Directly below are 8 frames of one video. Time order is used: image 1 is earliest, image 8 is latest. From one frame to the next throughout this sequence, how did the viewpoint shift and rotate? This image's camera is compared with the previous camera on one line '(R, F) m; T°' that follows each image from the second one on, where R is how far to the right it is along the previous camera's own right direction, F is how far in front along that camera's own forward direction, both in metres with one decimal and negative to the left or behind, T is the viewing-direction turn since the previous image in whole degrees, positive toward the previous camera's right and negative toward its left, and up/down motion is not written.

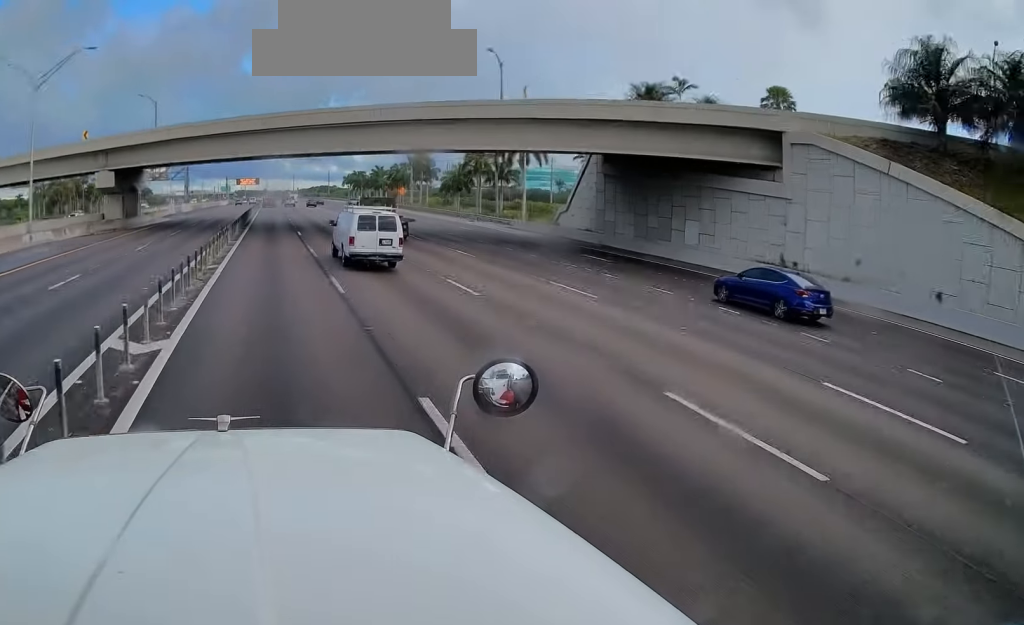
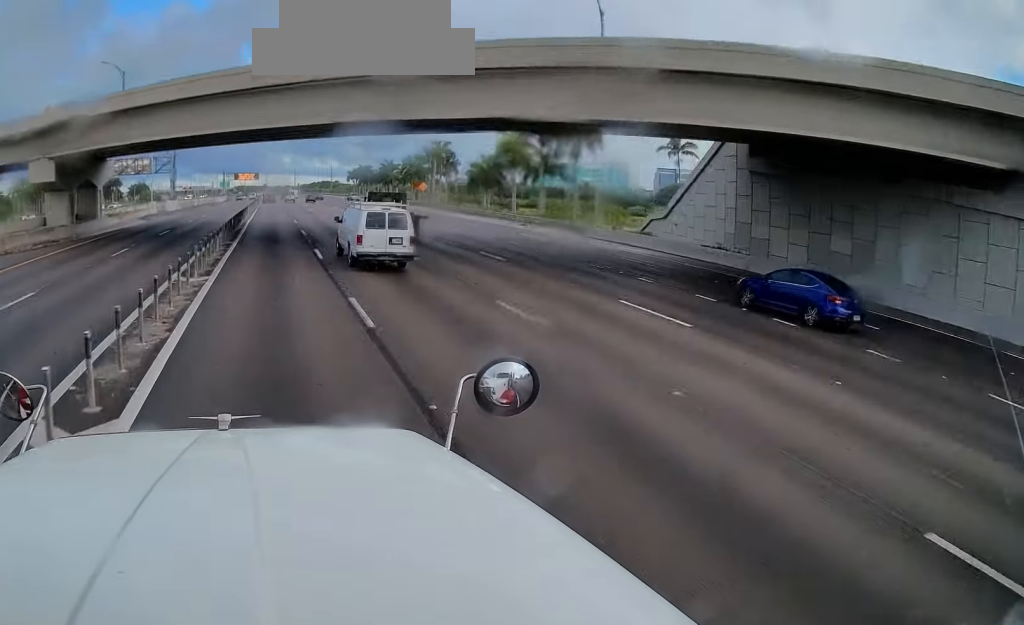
(0.0, +17.0) m; 0°
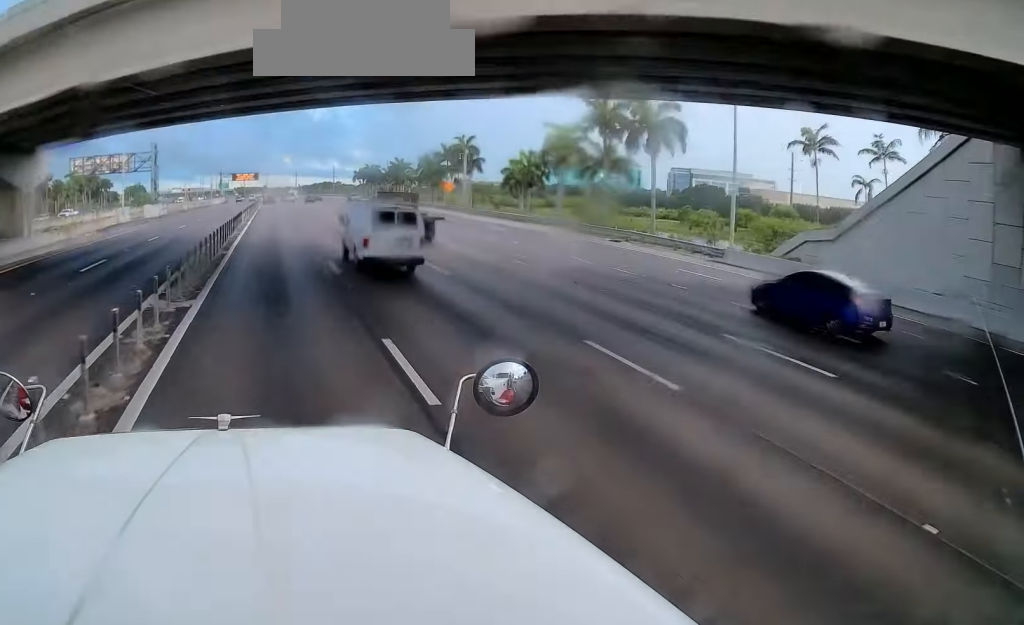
(-0.2, +16.0) m; 0°
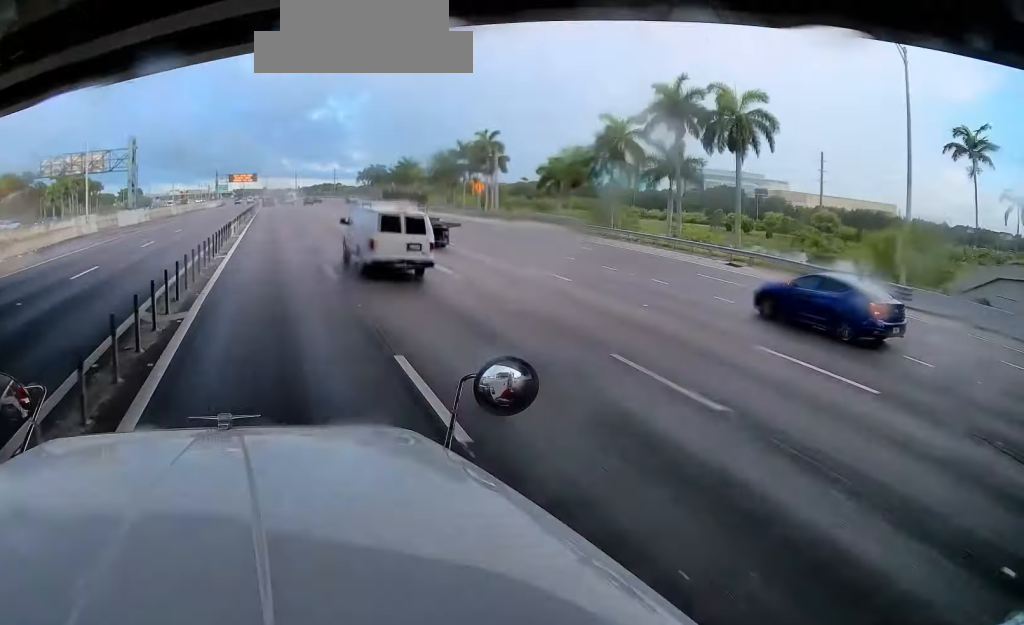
(0.0, +14.2) m; 0°
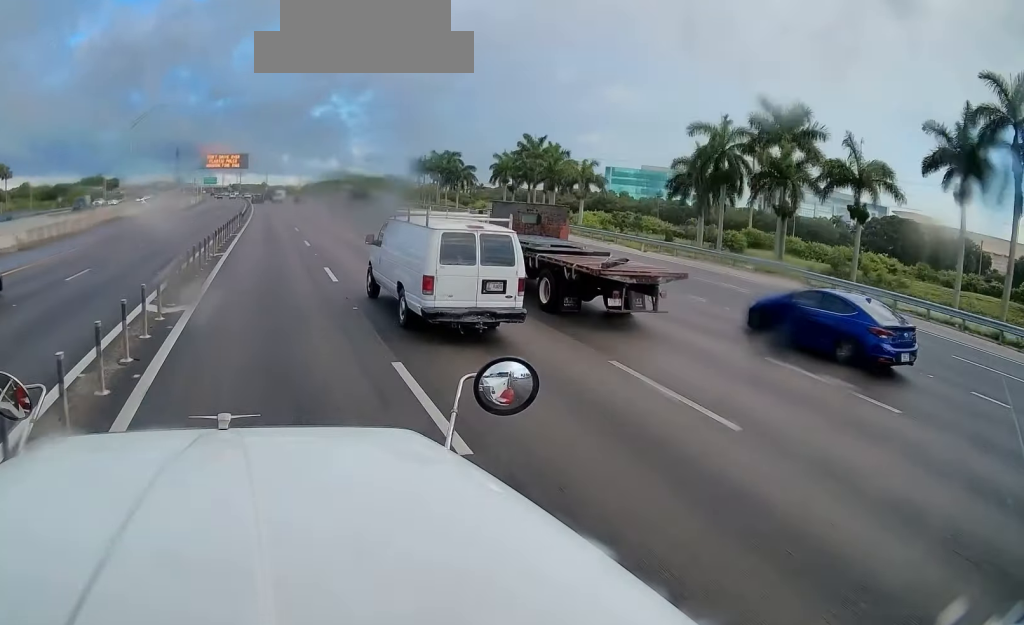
(-0.2, +85.0) m; 0°
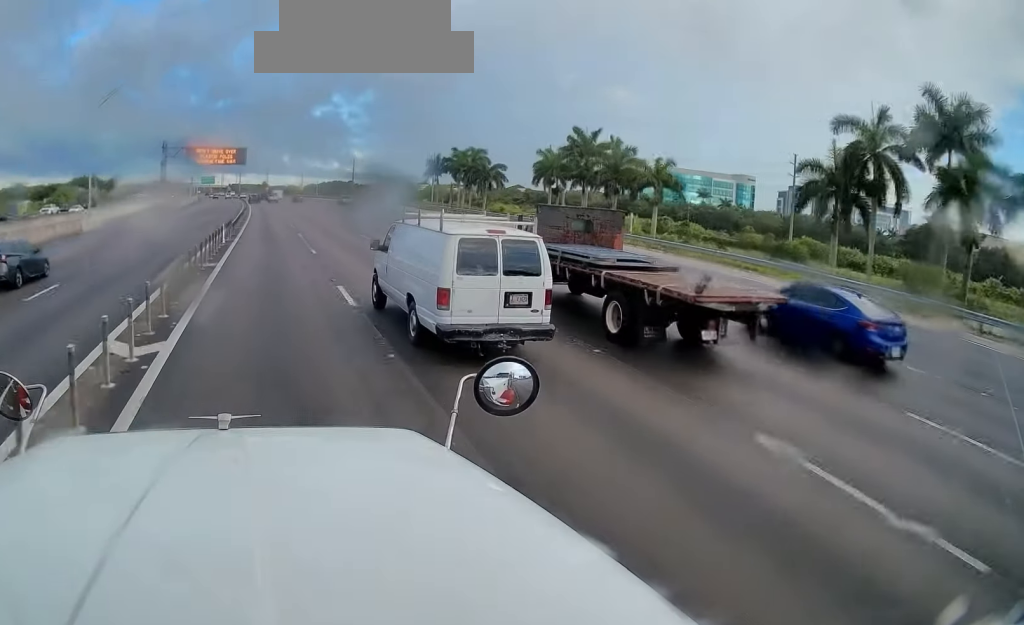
(+0.3, +16.2) m; +1°
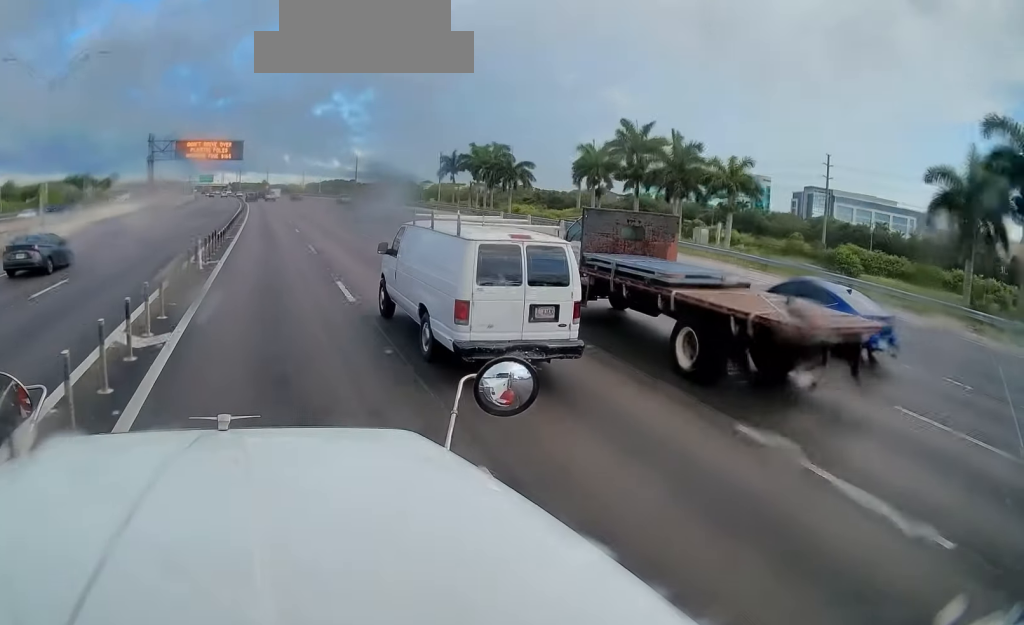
(0.0, +11.8) m; 0°
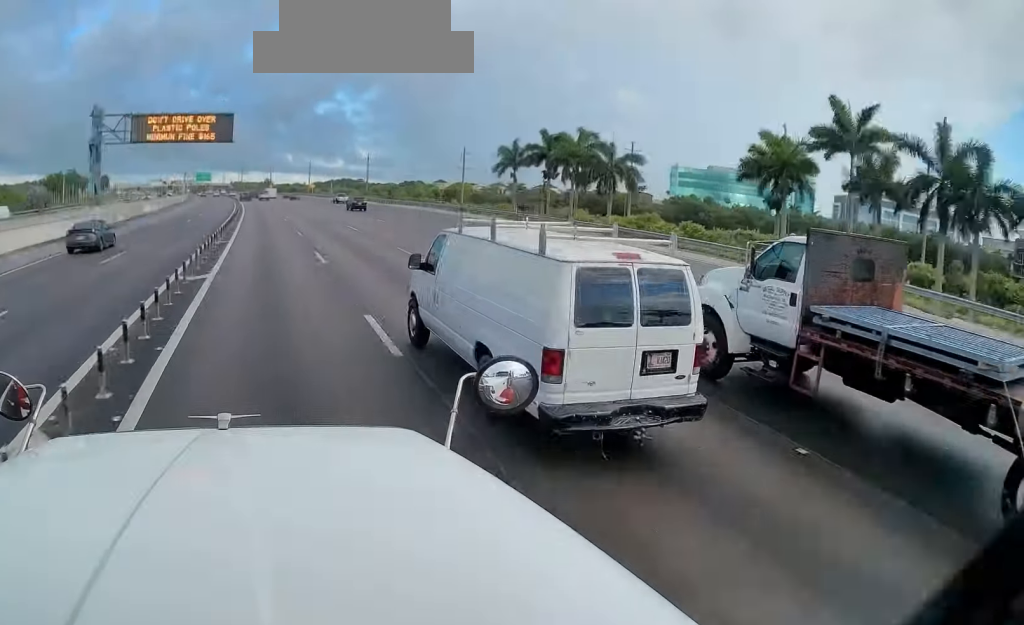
(0.0, +30.0) m; -1°
